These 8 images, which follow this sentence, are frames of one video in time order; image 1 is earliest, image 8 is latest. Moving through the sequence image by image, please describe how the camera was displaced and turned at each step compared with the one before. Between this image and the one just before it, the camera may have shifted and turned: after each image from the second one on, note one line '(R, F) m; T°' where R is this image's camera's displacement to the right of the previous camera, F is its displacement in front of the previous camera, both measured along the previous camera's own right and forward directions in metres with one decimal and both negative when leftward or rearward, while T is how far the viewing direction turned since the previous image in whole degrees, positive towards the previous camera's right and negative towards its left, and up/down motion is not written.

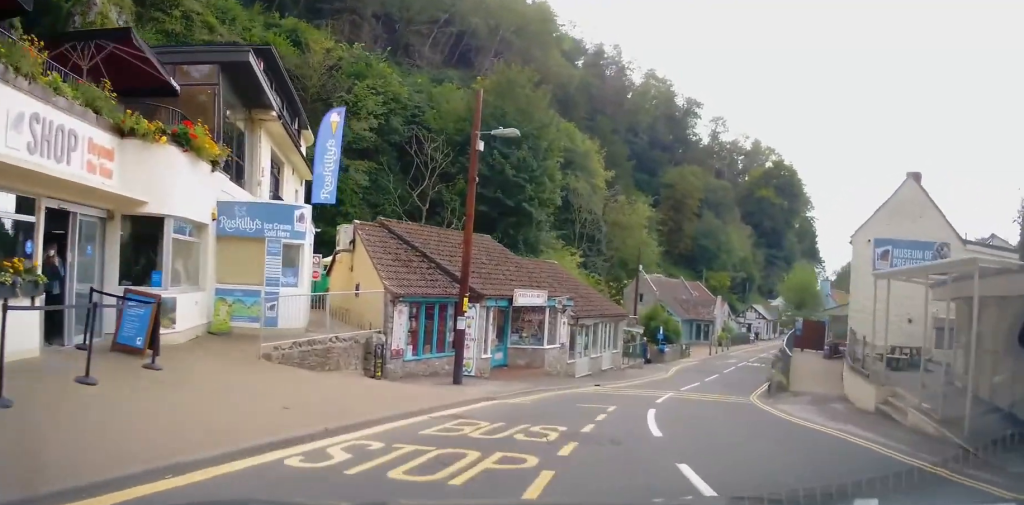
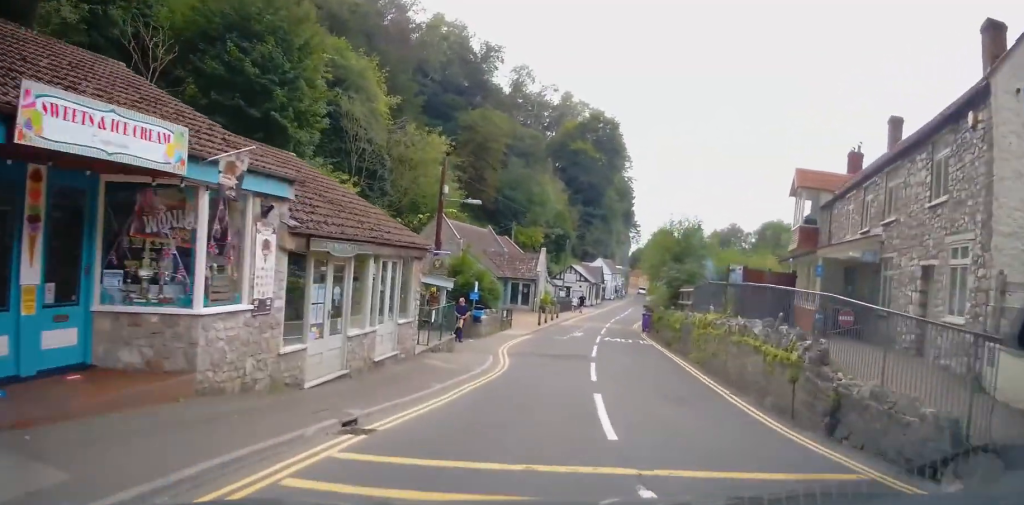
(+4.5, +13.9) m; +25°
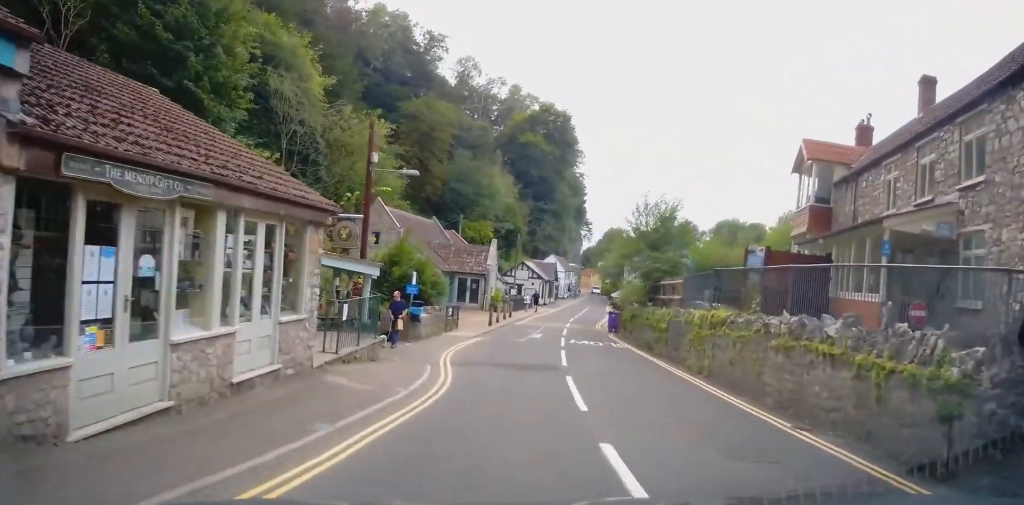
(+0.1, +5.0) m; 0°
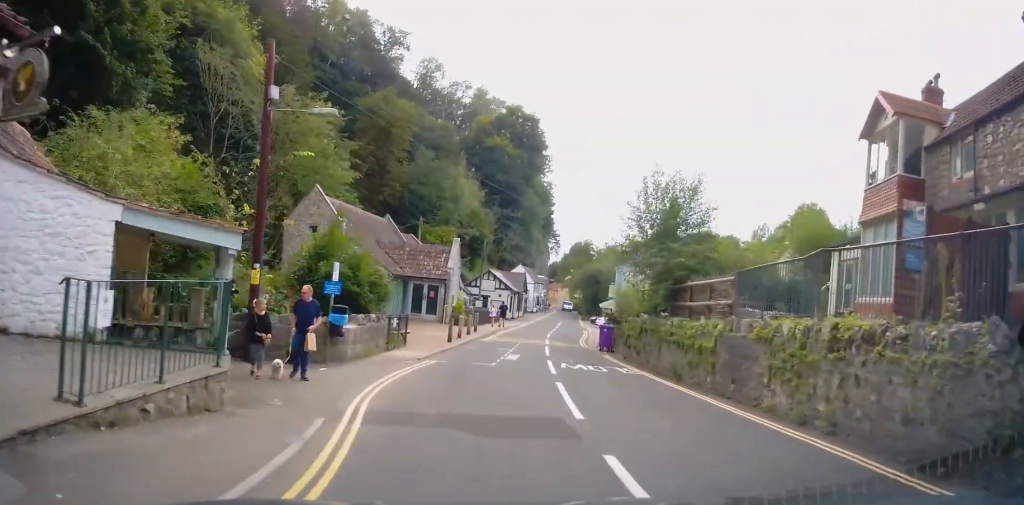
(-0.3, +7.1) m; -2°
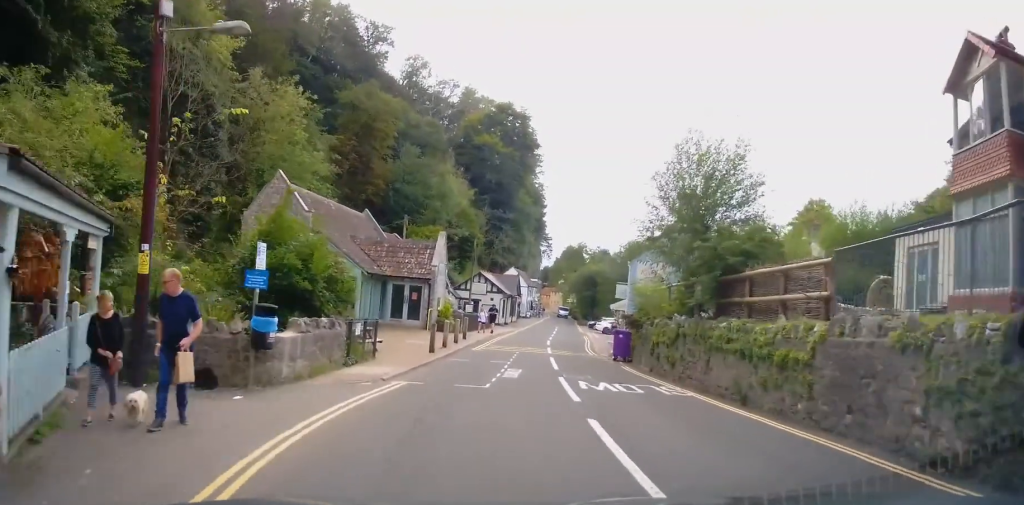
(0.0, +4.5) m; +2°
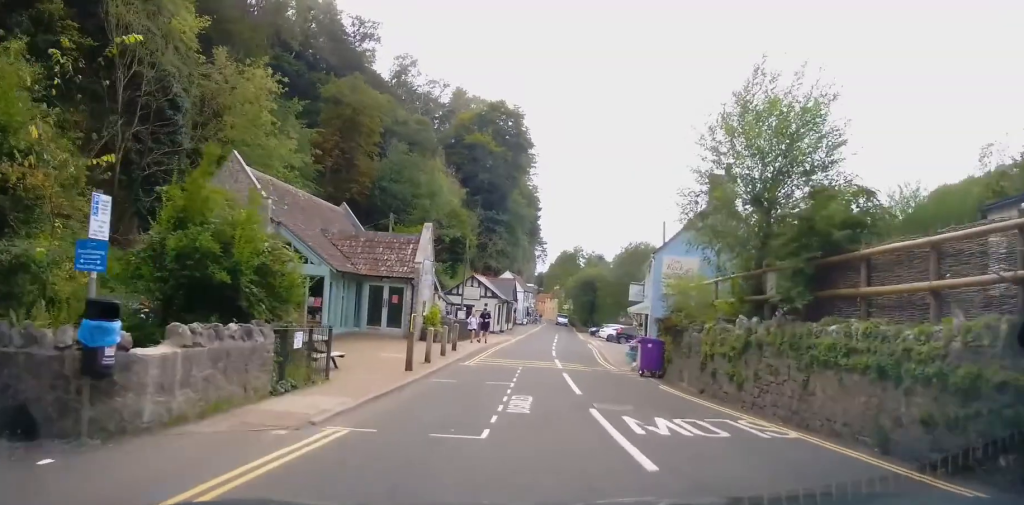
(0.0, +4.9) m; +2°
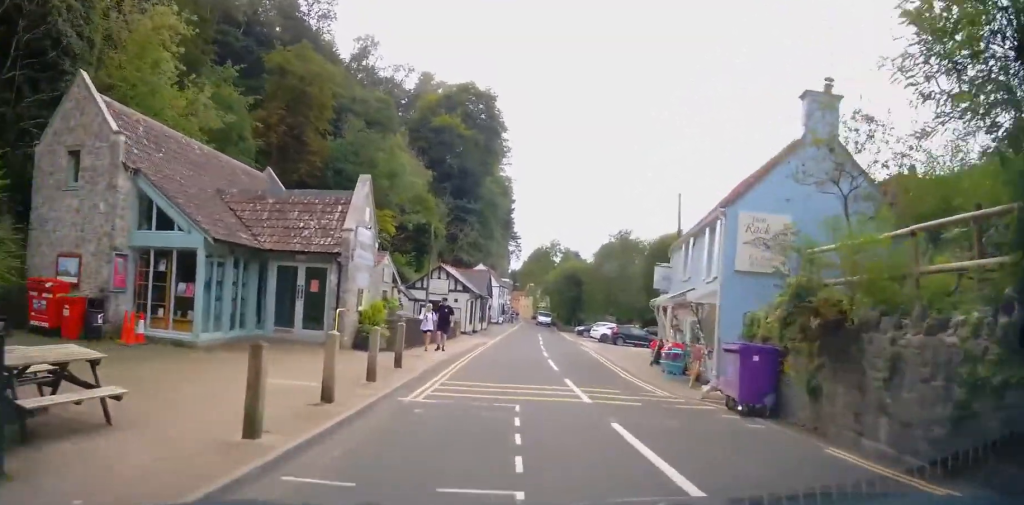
(+0.5, +8.7) m; +3°
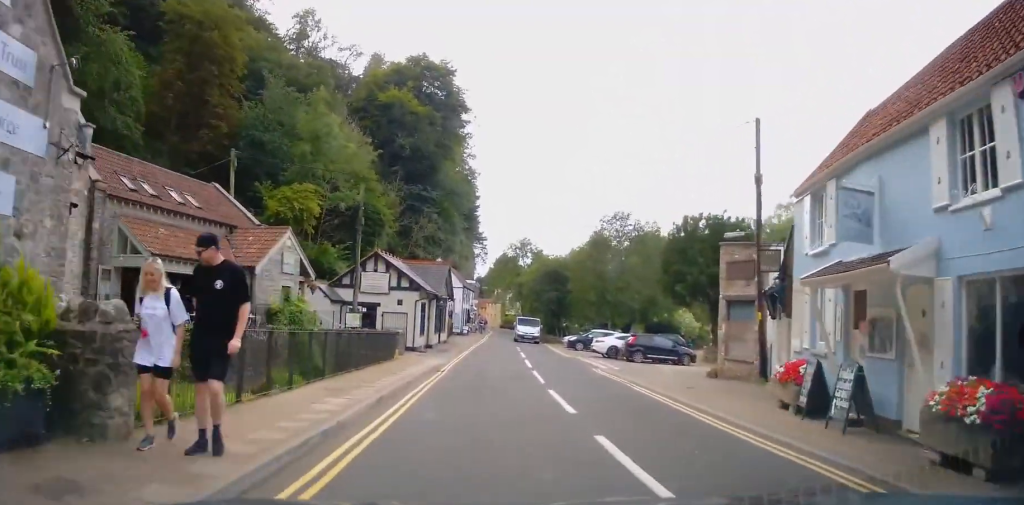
(-0.1, +13.7) m; 0°
